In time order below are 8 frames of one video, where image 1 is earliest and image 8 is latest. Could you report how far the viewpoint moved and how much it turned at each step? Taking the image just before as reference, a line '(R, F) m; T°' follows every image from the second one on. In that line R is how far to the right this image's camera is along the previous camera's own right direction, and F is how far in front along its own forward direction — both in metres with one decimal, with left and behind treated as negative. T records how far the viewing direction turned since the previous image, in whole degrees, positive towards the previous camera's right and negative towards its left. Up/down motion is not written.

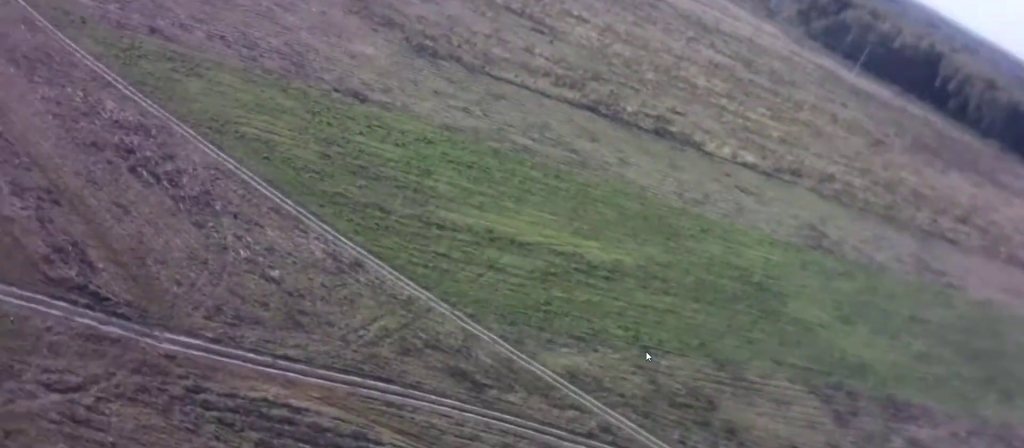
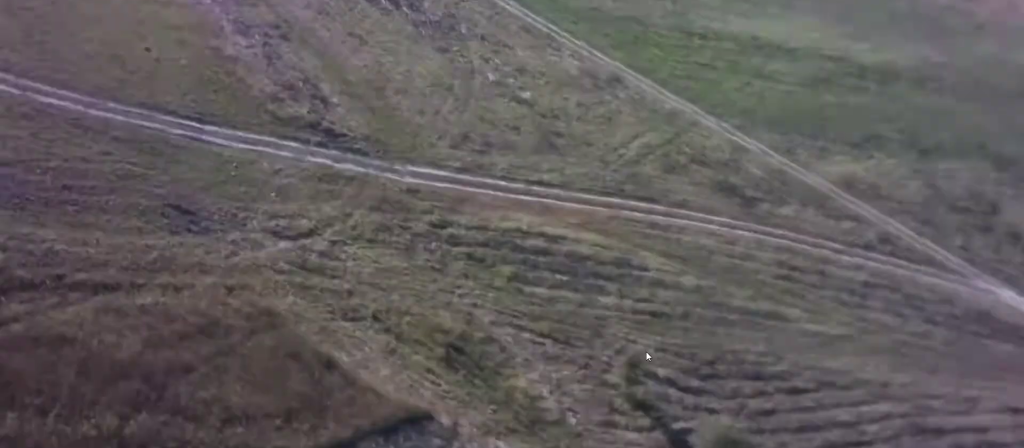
(-0.2, +7.1) m; -6°
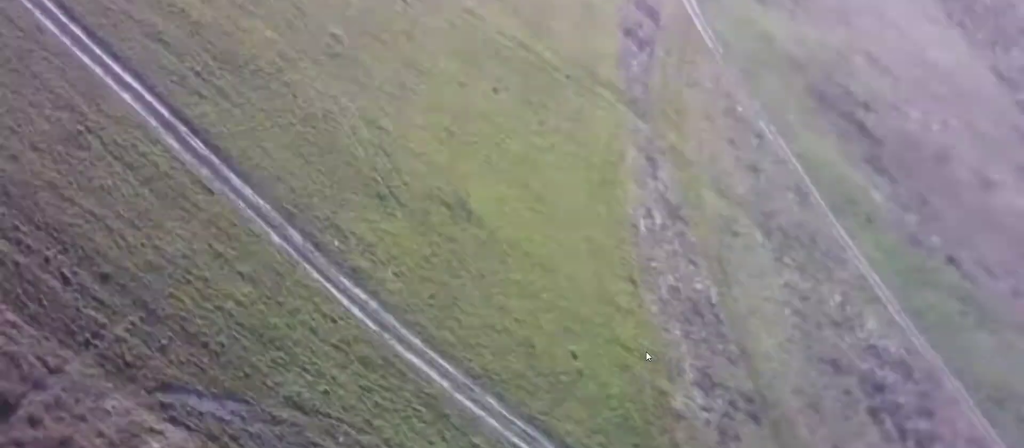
(-6.3, +25.4) m; -28°
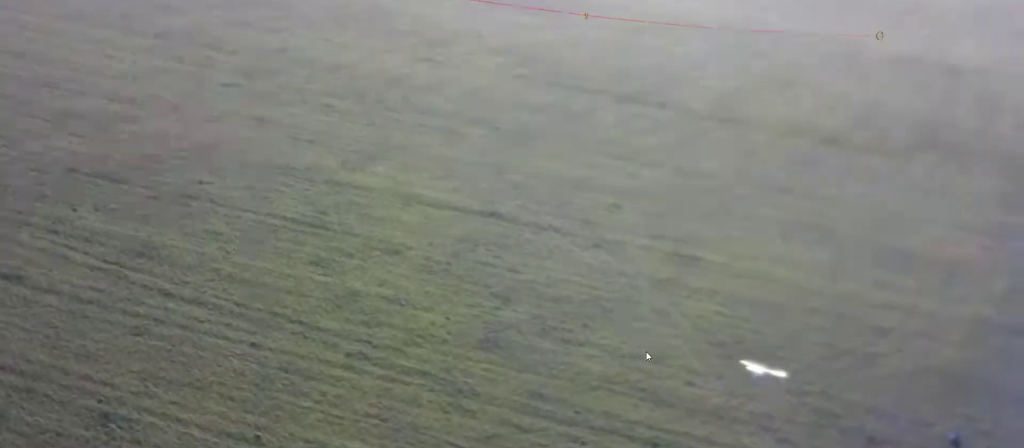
(-6.6, +32.4) m; -15°
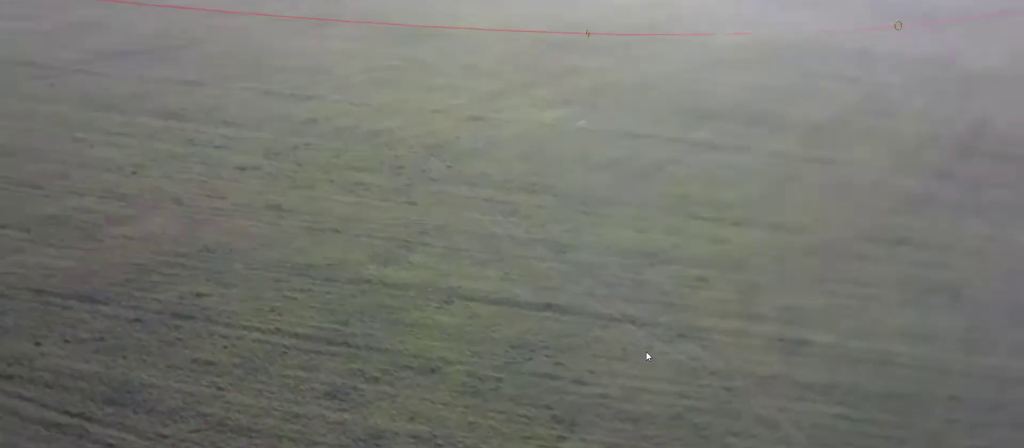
(-0.3, +19.8) m; 0°
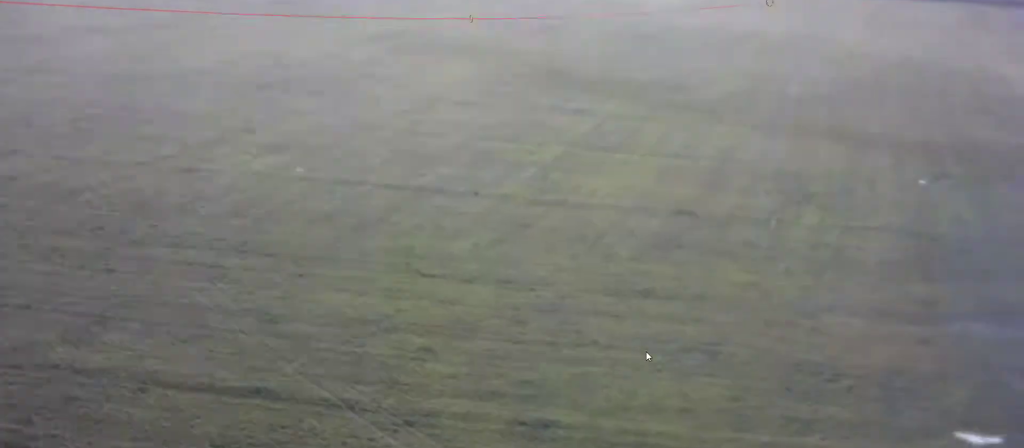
(+0.1, +10.1) m; +1°
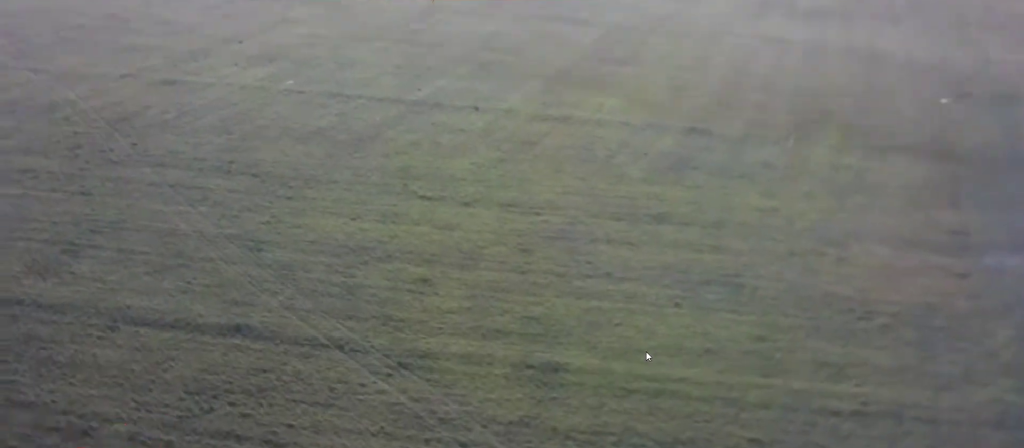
(+0.2, +7.9) m; 0°
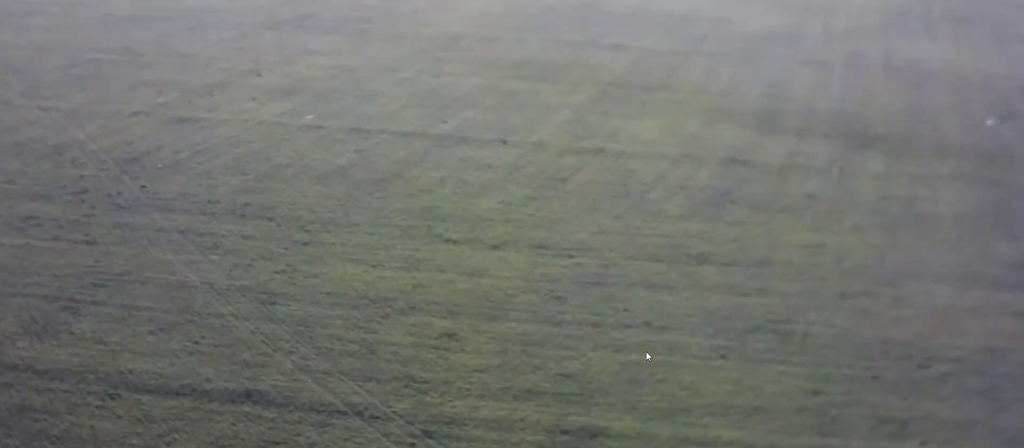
(-0.1, +5.5) m; +1°
